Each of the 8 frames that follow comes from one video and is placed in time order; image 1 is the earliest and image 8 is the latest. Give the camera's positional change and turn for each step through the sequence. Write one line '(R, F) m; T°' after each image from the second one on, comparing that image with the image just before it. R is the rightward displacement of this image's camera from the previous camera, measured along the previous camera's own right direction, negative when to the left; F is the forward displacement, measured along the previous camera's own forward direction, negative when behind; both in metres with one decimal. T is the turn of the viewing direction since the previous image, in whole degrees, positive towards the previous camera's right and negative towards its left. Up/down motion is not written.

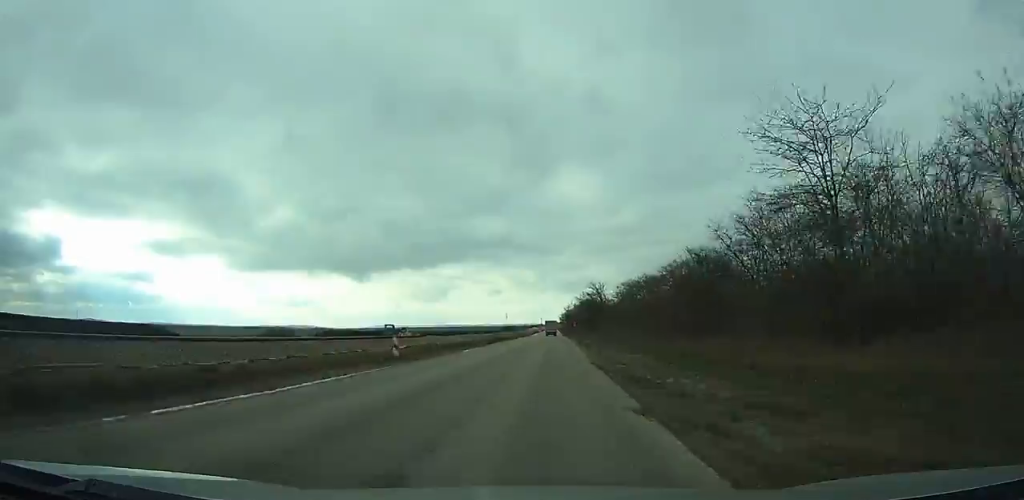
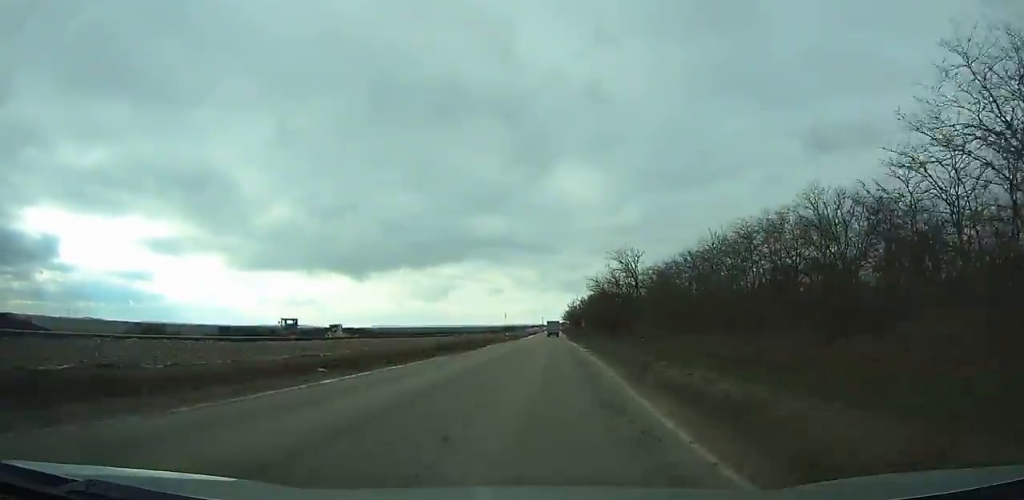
(0.0, +39.7) m; 0°
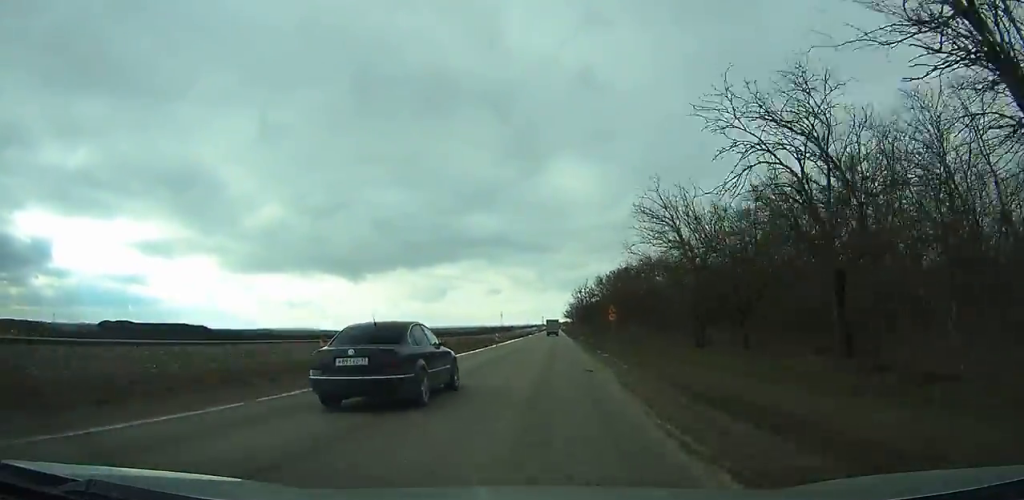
(-0.3, +59.4) m; -1°
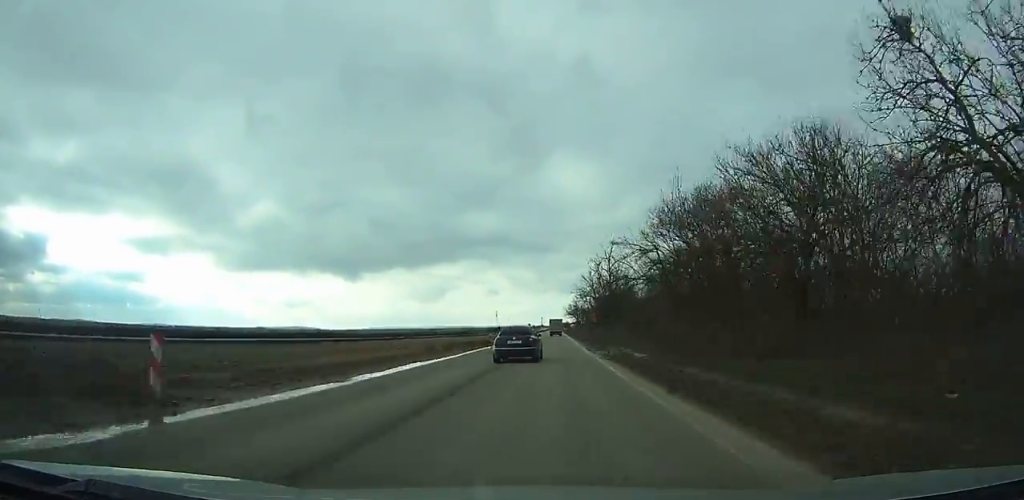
(-0.1, +54.8) m; 0°
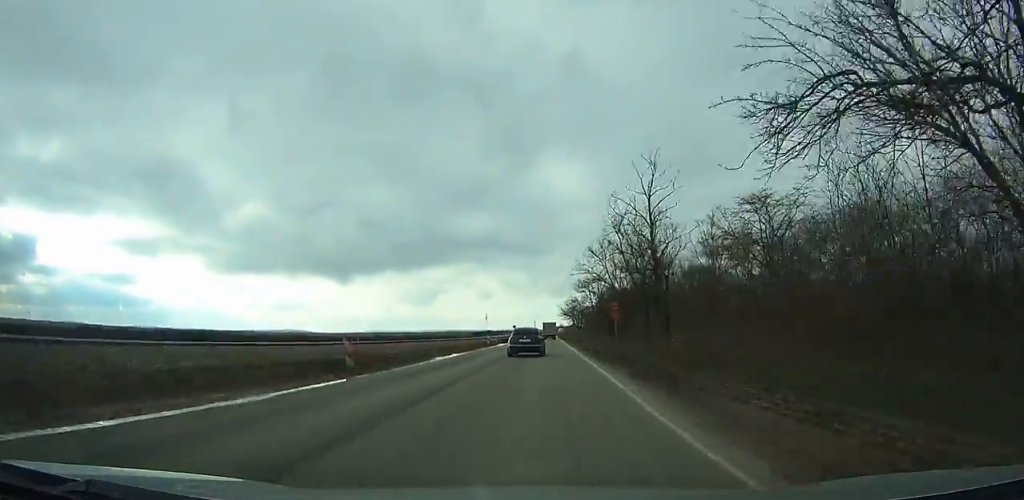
(+0.3, +35.0) m; 0°
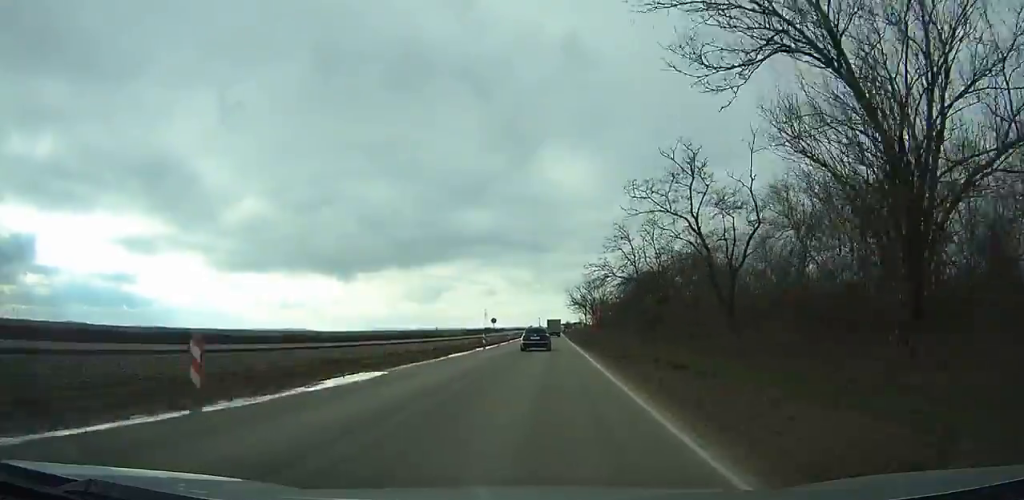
(-0.2, +50.0) m; 0°
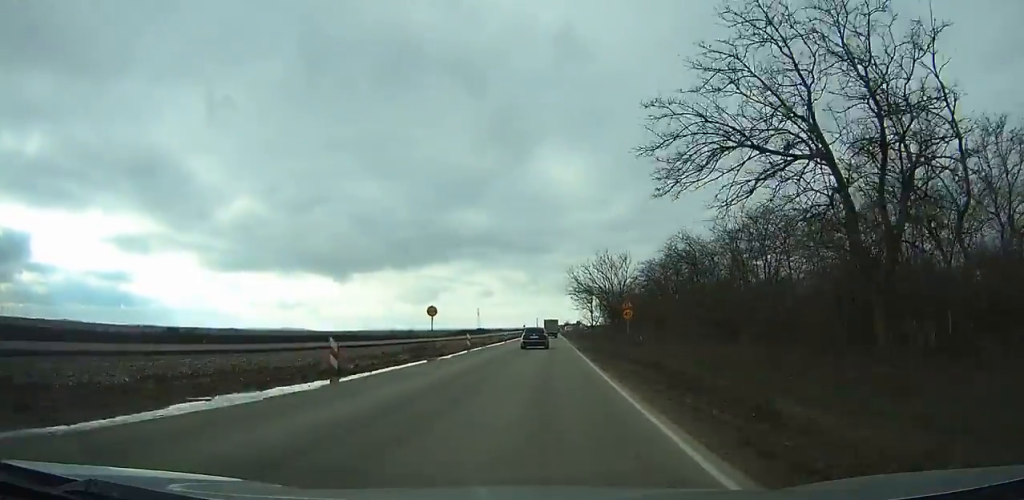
(0.0, +35.7) m; 0°
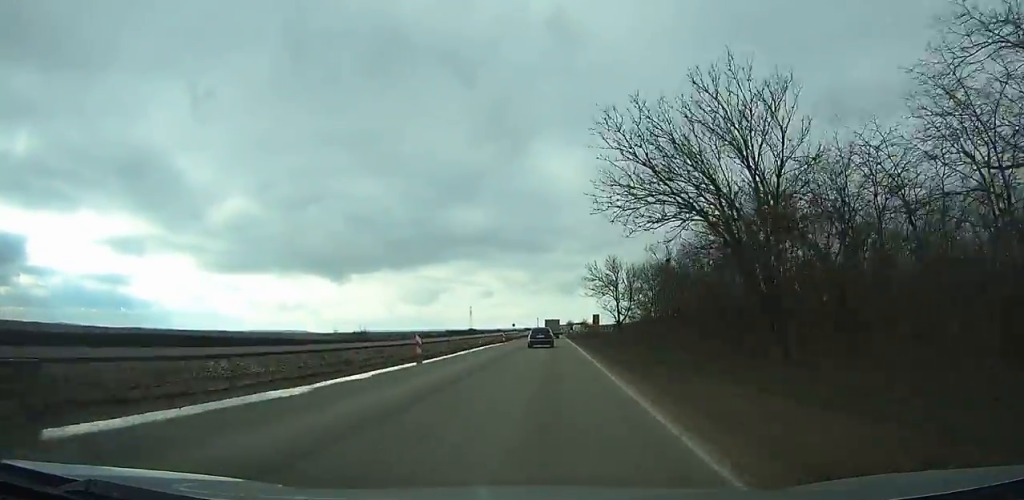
(0.0, +49.6) m; 0°
